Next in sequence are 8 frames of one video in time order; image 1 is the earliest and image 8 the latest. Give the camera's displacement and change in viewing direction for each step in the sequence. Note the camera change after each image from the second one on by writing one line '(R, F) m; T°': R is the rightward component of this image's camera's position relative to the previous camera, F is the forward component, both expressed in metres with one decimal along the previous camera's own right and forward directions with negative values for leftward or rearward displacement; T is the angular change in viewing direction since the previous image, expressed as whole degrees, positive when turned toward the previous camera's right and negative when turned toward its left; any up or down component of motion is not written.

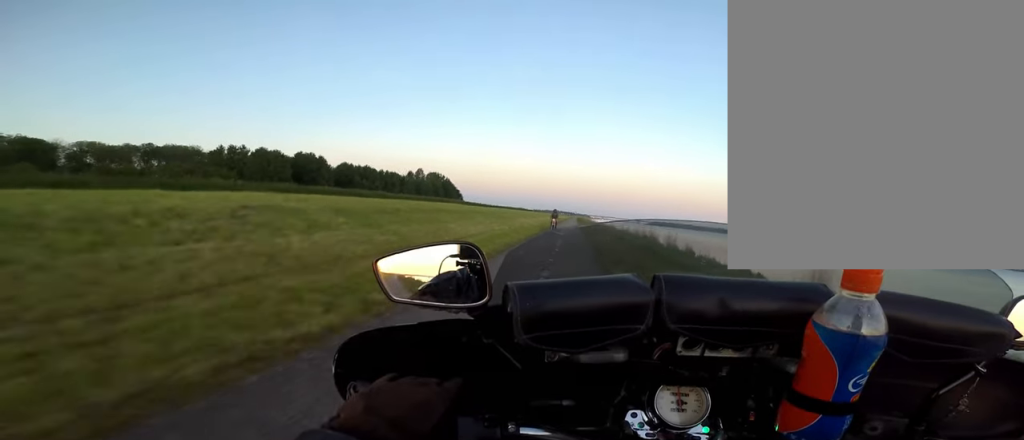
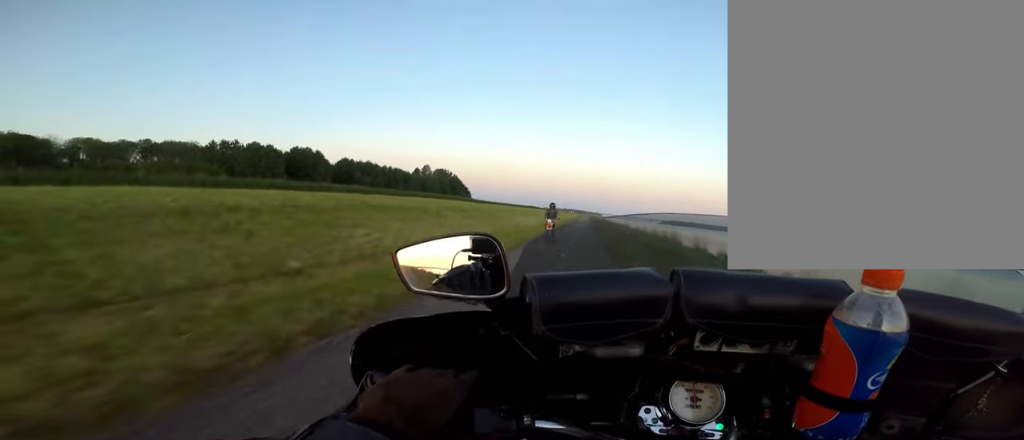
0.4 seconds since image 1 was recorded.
(+0.2, +6.3) m; +1°
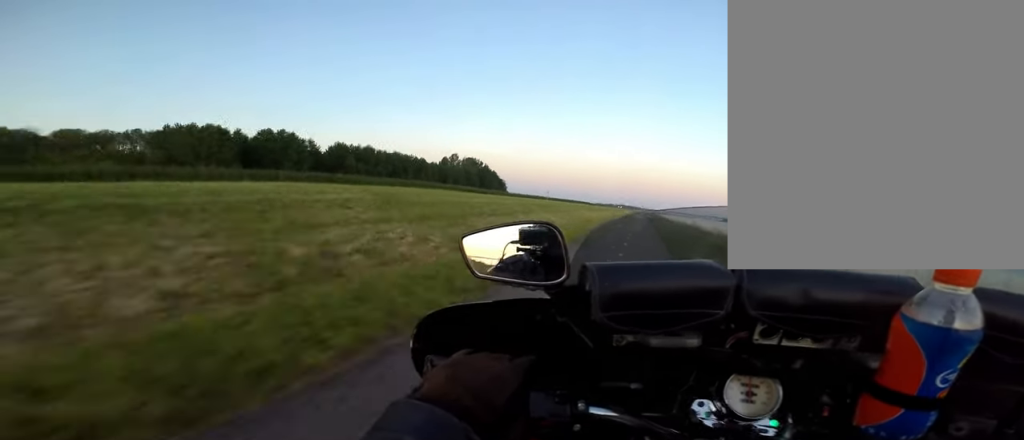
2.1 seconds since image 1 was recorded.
(-0.6, +24.9) m; -2°
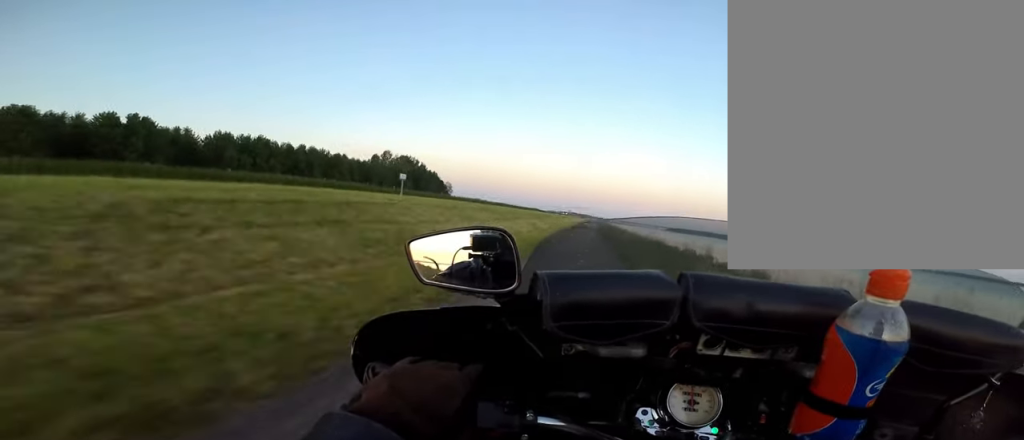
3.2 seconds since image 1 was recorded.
(+0.1, +16.1) m; 0°
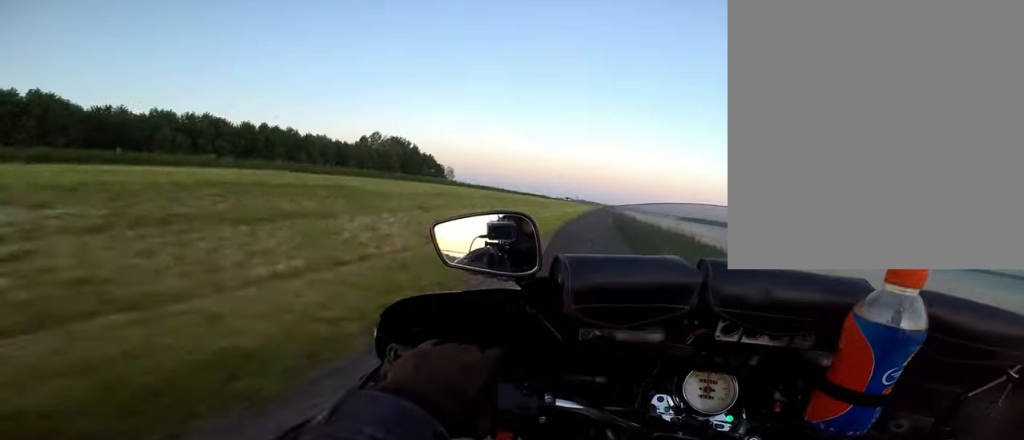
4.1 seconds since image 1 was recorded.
(-0.1, +13.7) m; -1°
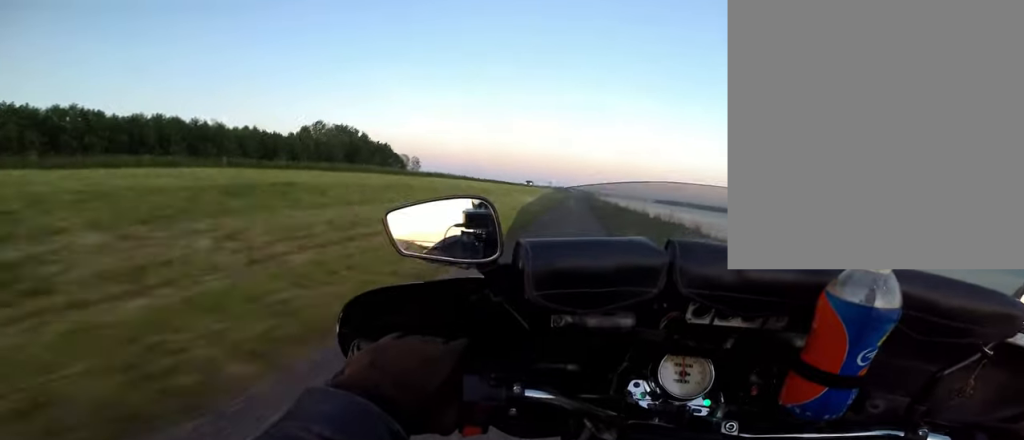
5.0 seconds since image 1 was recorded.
(-0.2, +13.3) m; 0°
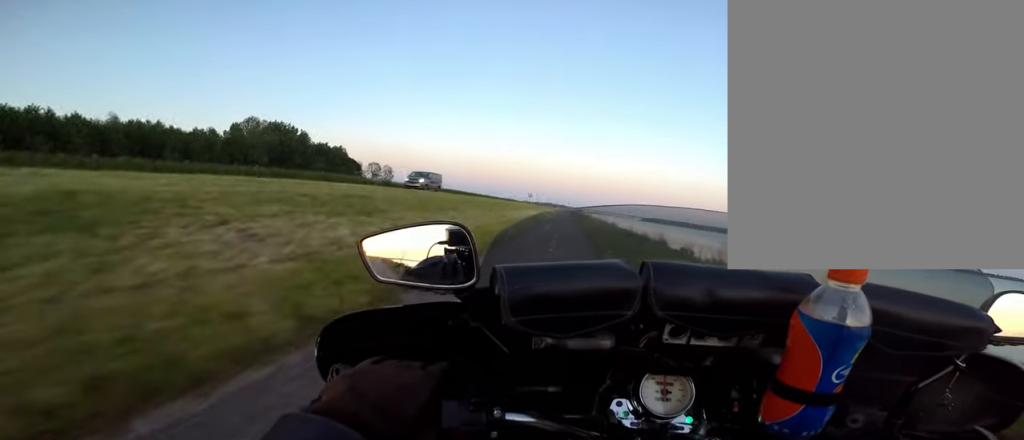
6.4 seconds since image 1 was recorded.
(+0.7, +21.9) m; +1°
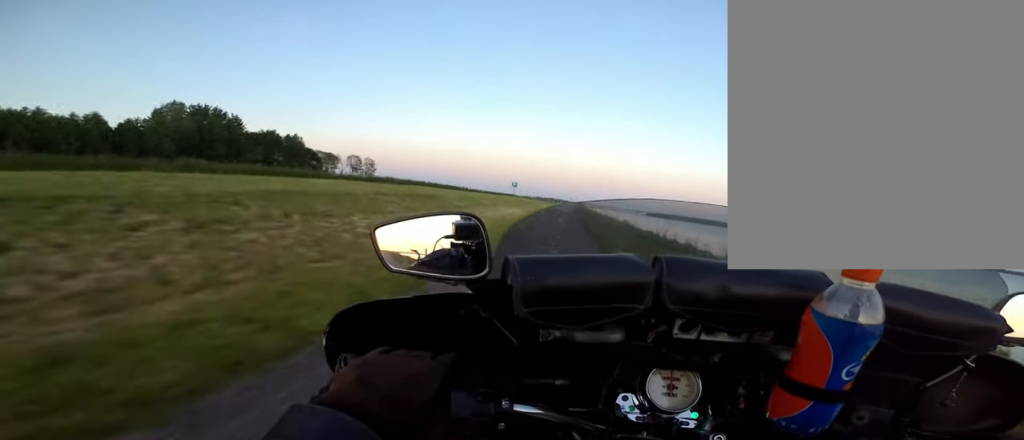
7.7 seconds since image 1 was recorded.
(-0.6, +19.6) m; 0°
